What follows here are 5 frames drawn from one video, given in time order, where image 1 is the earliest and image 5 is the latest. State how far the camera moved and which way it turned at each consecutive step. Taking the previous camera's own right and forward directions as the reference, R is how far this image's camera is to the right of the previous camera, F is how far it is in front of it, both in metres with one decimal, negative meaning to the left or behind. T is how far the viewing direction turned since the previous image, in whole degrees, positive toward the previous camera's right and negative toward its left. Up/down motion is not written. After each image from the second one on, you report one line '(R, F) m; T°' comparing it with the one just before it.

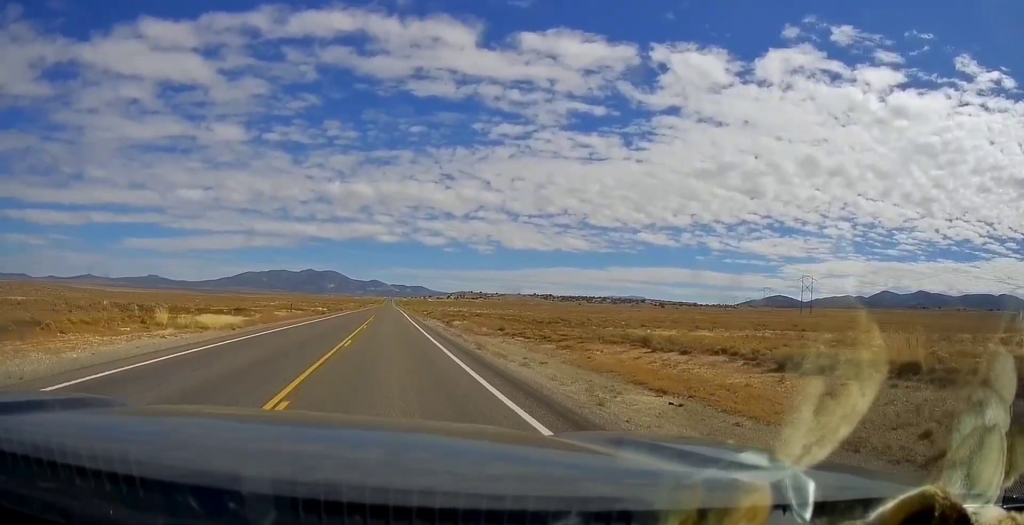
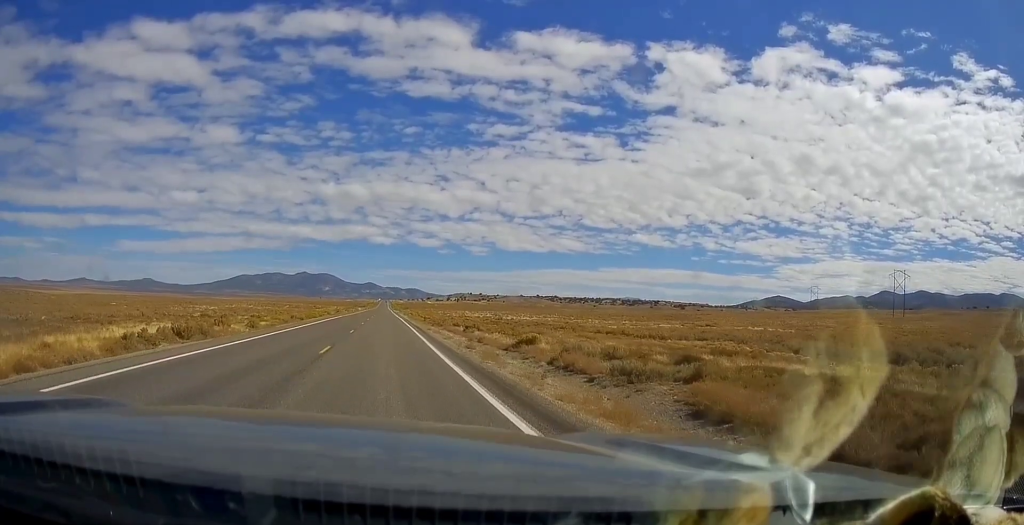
(+0.5, +79.0) m; +1°
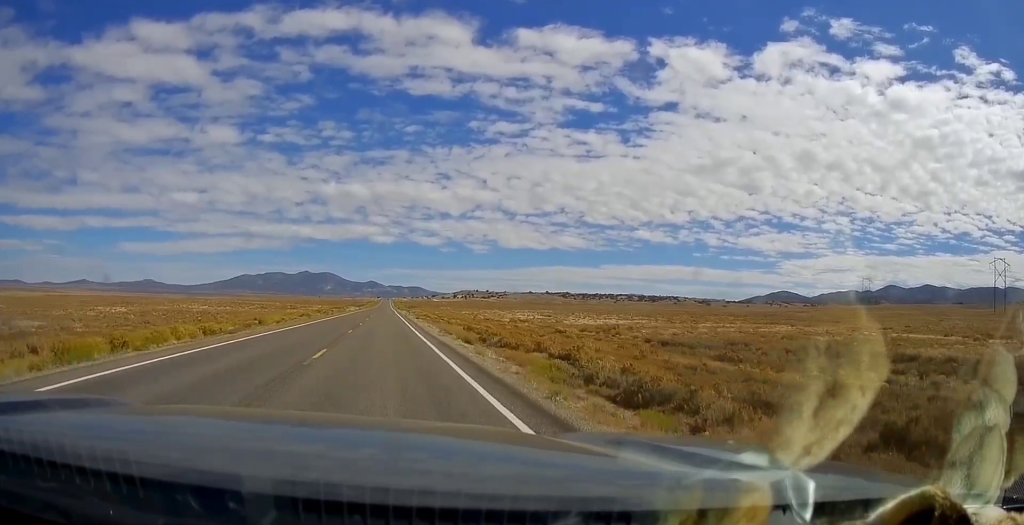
(-0.8, +63.7) m; -1°
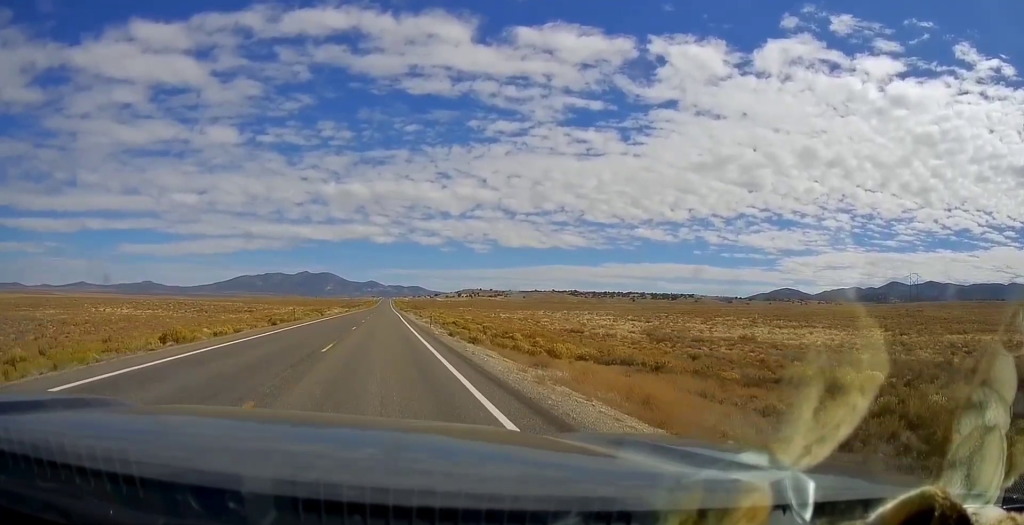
(+0.2, +52.6) m; +1°
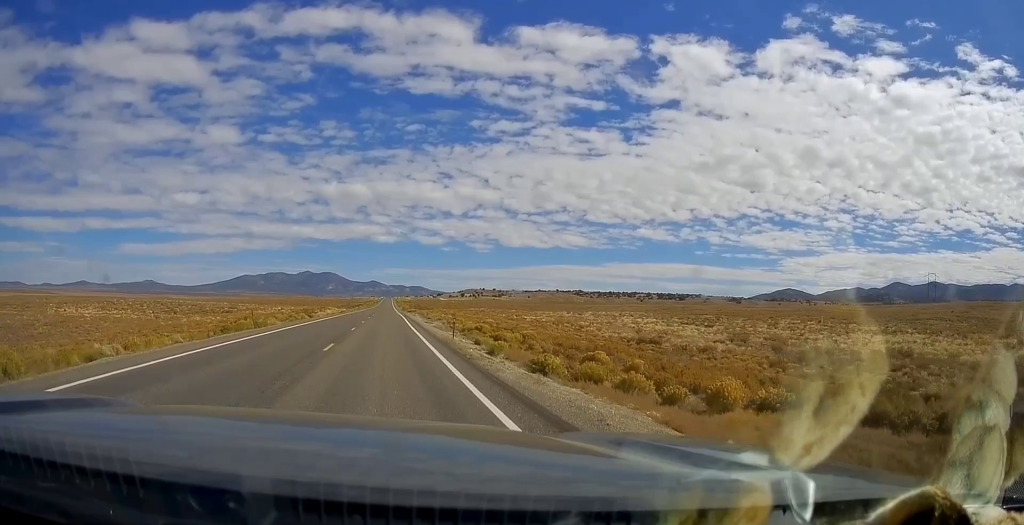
(+0.3, +16.5) m; 0°
